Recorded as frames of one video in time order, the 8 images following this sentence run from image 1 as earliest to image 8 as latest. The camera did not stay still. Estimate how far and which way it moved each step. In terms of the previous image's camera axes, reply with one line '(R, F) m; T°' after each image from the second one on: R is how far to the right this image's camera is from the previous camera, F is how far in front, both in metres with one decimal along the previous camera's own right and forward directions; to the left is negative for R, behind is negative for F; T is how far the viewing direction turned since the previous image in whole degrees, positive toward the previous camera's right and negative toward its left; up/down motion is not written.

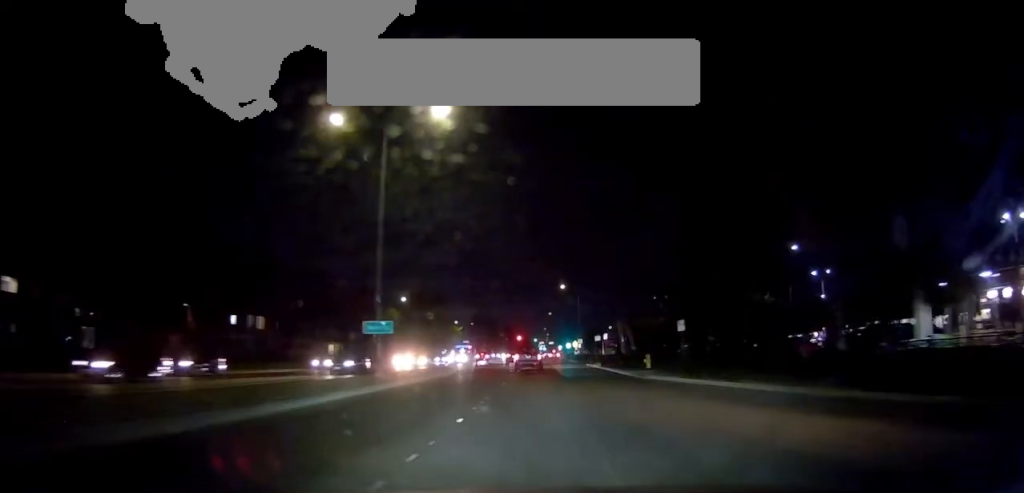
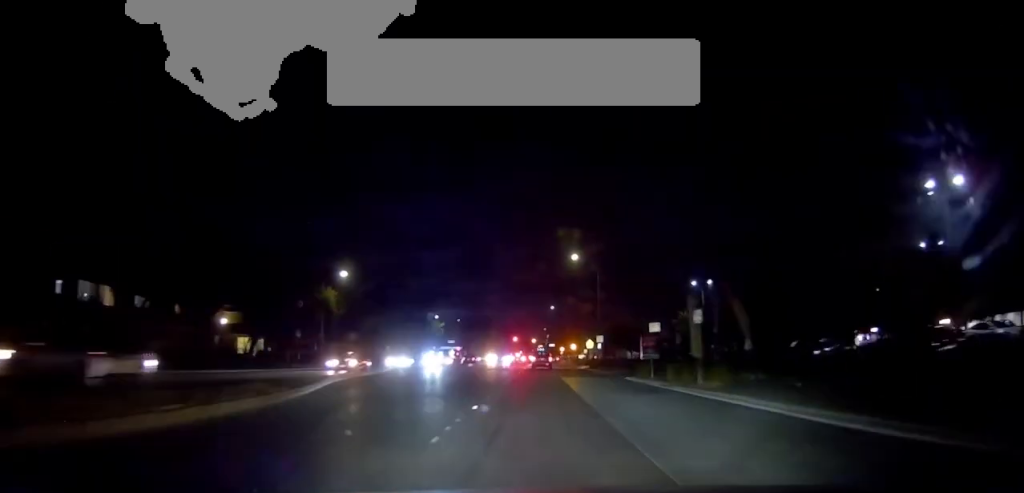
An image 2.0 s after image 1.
(-0.7, +26.1) m; -3°
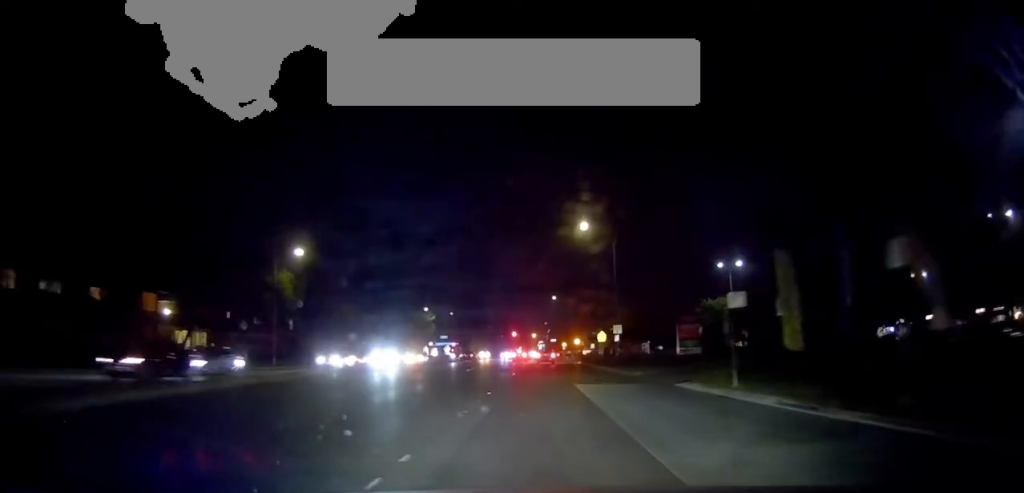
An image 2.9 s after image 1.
(0.0, +11.8) m; +1°
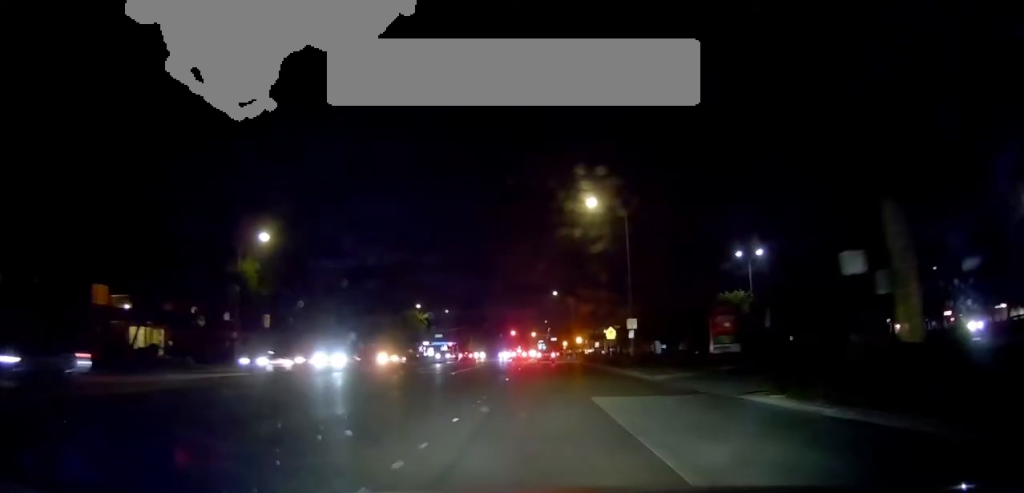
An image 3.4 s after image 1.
(+0.2, +6.6) m; +1°
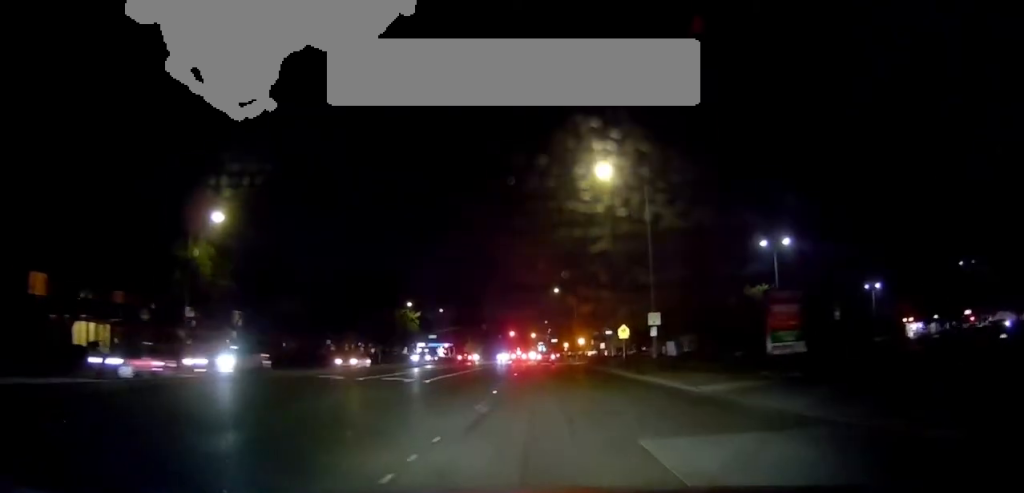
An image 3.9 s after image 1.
(0.0, +7.0) m; 0°
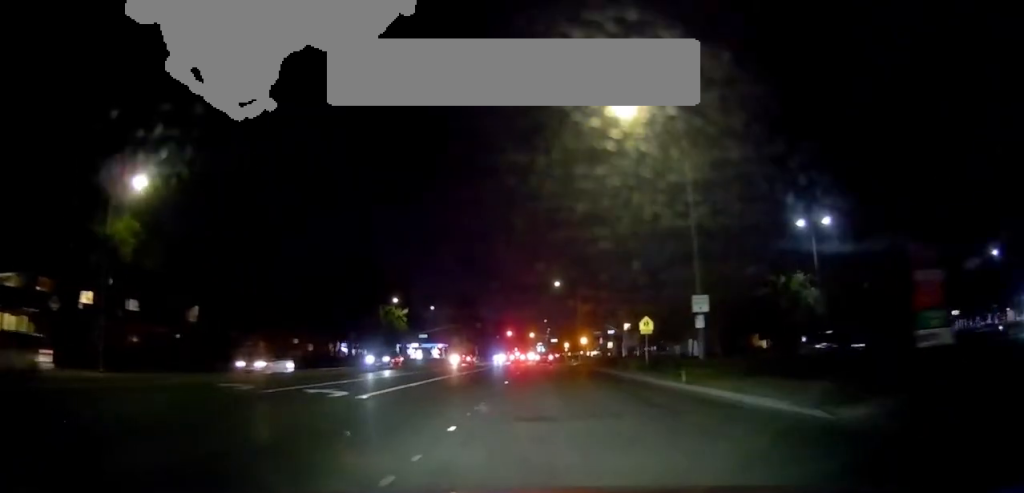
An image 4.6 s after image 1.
(0.0, +8.7) m; 0°
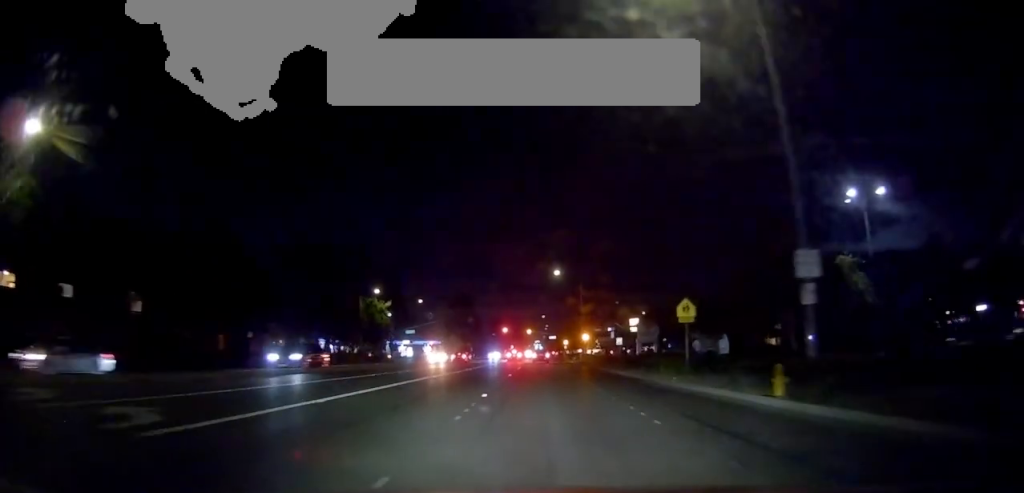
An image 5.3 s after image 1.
(0.0, +9.0) m; 0°
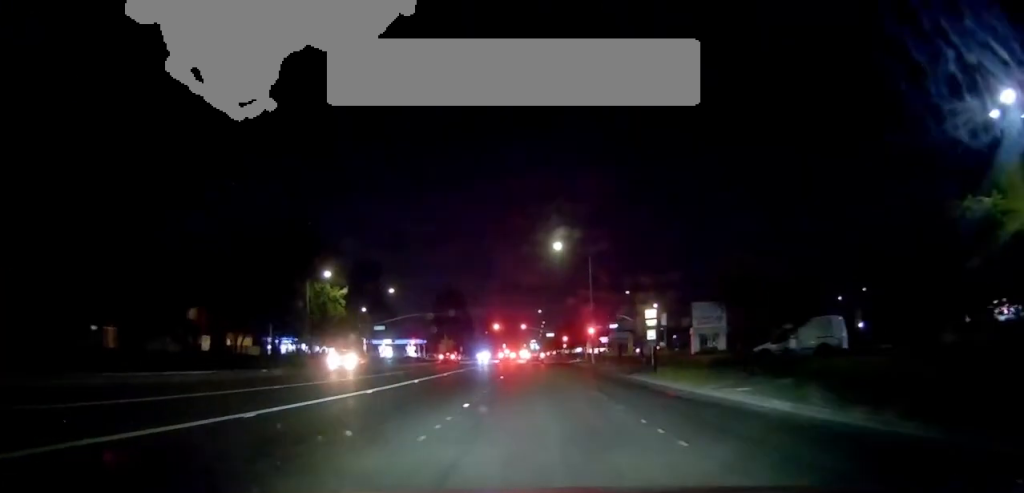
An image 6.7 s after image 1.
(-0.1, +17.8) m; 0°
